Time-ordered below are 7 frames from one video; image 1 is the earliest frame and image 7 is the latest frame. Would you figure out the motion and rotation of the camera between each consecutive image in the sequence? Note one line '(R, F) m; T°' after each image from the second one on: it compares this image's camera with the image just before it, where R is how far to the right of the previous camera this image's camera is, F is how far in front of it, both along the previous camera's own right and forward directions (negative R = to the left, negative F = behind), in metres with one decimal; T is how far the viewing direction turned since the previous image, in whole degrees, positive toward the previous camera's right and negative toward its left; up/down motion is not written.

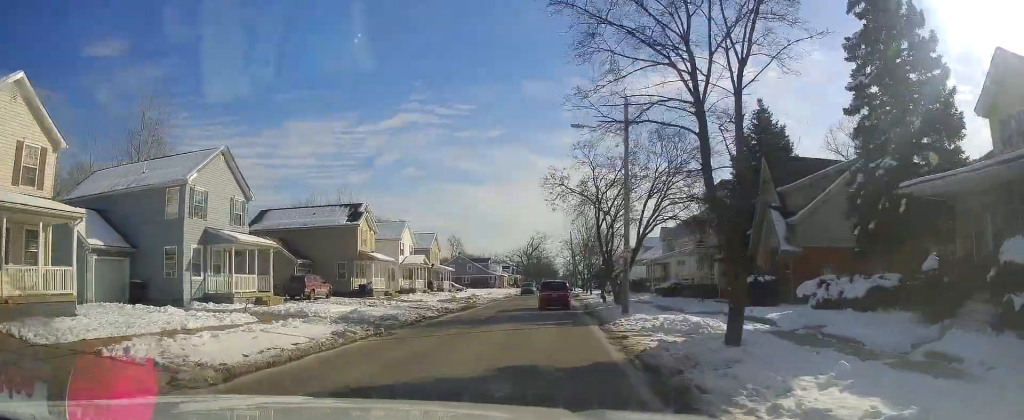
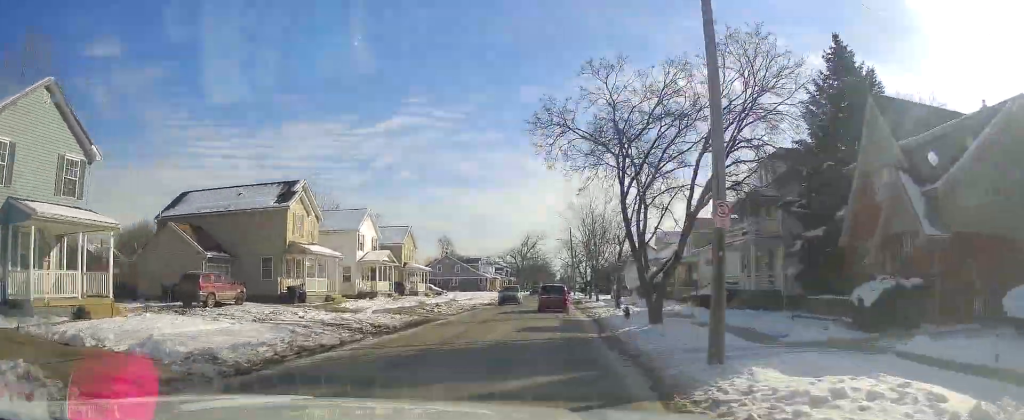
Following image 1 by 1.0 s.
(+0.2, +13.3) m; +3°
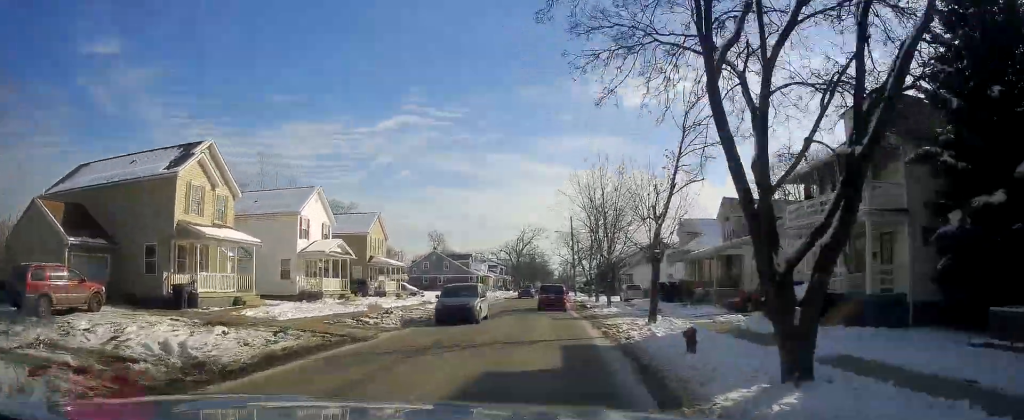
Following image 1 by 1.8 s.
(+0.6, +12.2) m; +1°
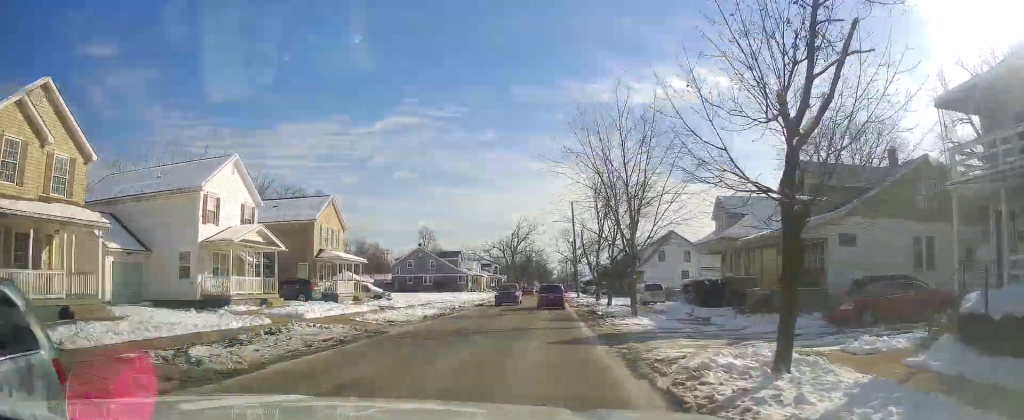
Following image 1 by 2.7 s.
(-0.3, +12.0) m; -2°
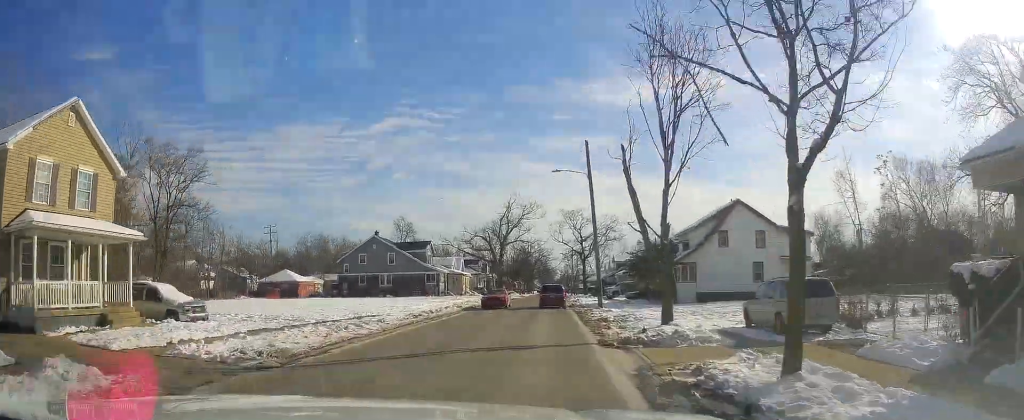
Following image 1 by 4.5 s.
(-1.3, +28.3) m; -1°
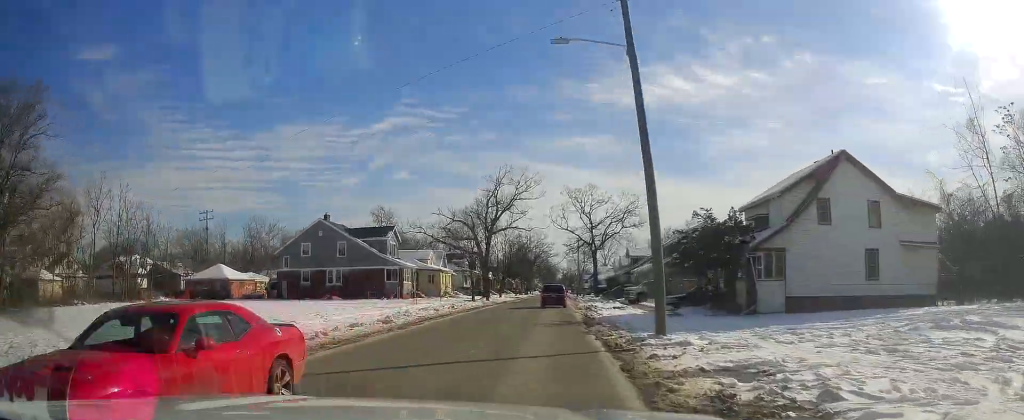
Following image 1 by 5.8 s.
(+0.9, +19.7) m; +1°
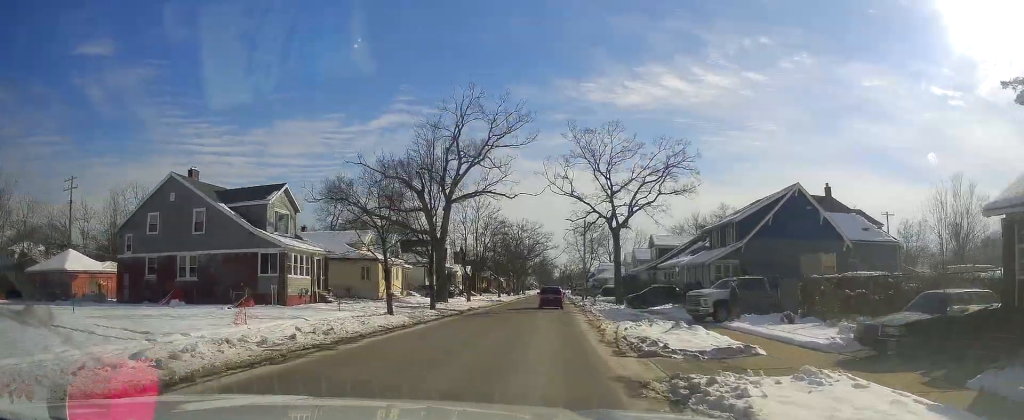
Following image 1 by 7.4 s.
(+0.1, +26.7) m; 0°
